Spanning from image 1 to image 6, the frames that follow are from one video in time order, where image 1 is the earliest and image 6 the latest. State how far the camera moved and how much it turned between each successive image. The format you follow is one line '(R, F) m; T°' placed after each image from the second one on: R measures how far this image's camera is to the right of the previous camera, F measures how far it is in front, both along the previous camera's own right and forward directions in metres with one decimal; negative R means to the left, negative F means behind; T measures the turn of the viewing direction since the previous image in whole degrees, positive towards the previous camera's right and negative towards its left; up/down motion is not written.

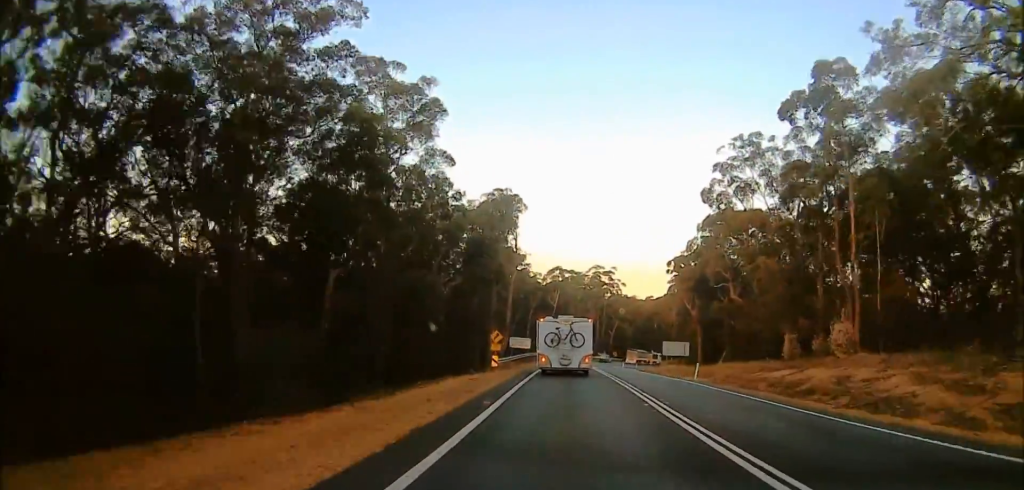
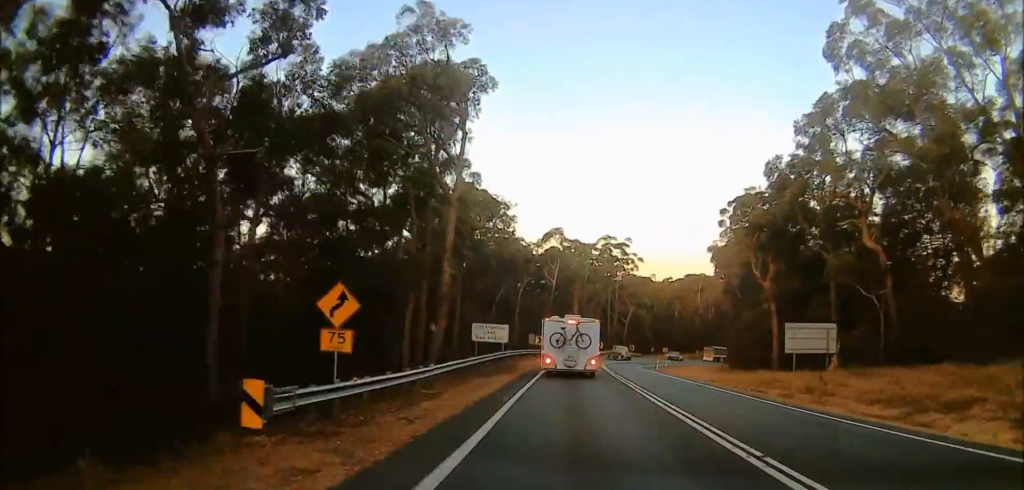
(-0.1, +34.4) m; +1°
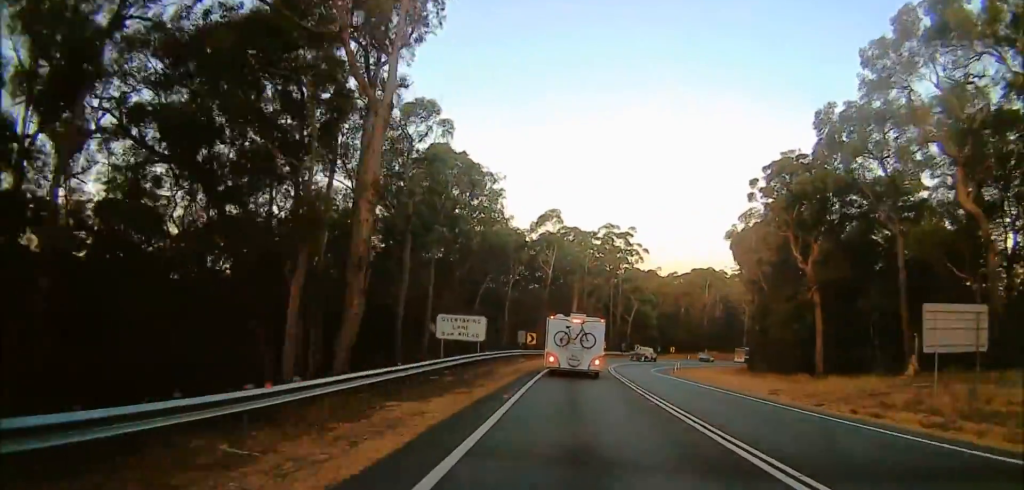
(-0.1, +12.2) m; +2°
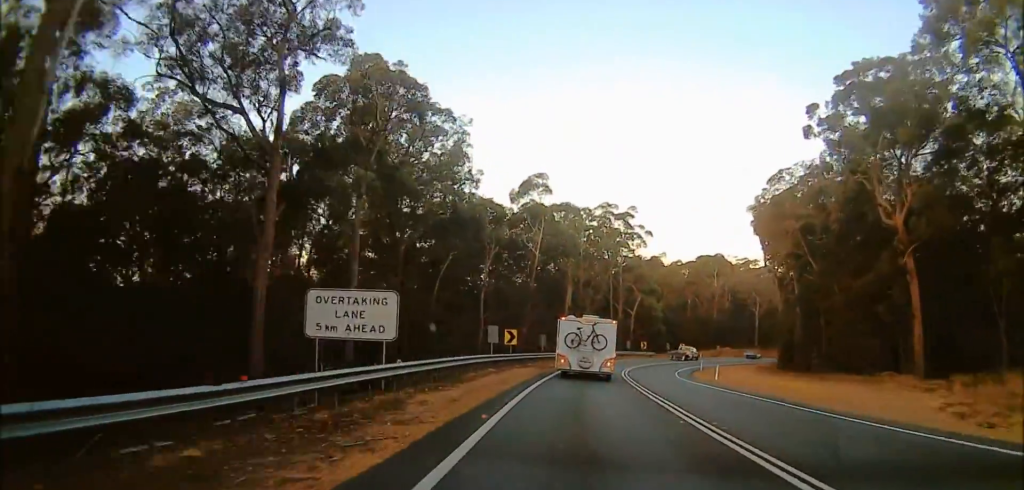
(+0.8, +16.8) m; +2°
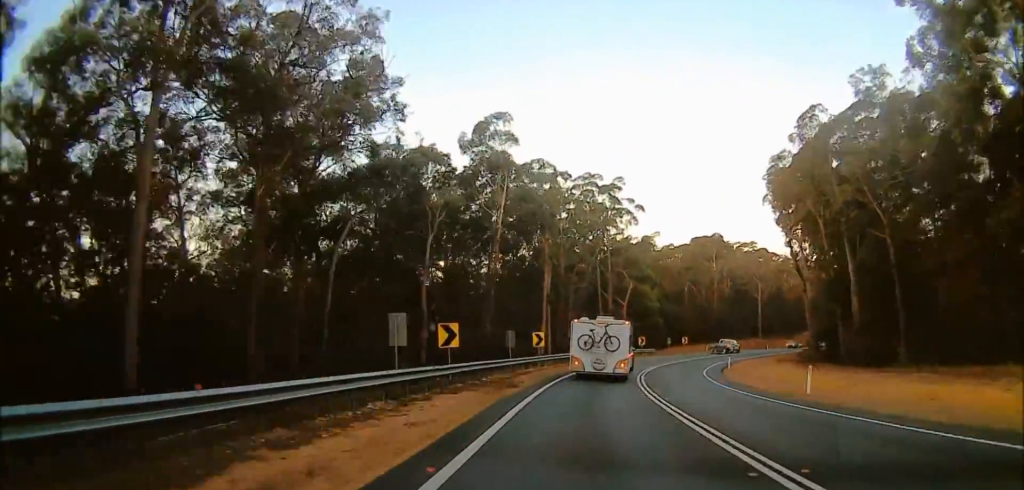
(+0.1, +17.0) m; 0°
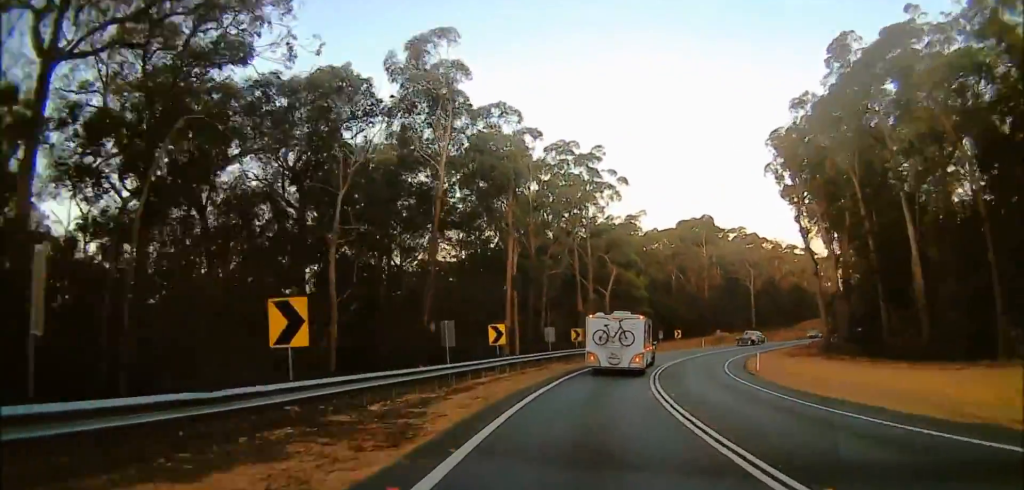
(0.0, +12.7) m; 0°
